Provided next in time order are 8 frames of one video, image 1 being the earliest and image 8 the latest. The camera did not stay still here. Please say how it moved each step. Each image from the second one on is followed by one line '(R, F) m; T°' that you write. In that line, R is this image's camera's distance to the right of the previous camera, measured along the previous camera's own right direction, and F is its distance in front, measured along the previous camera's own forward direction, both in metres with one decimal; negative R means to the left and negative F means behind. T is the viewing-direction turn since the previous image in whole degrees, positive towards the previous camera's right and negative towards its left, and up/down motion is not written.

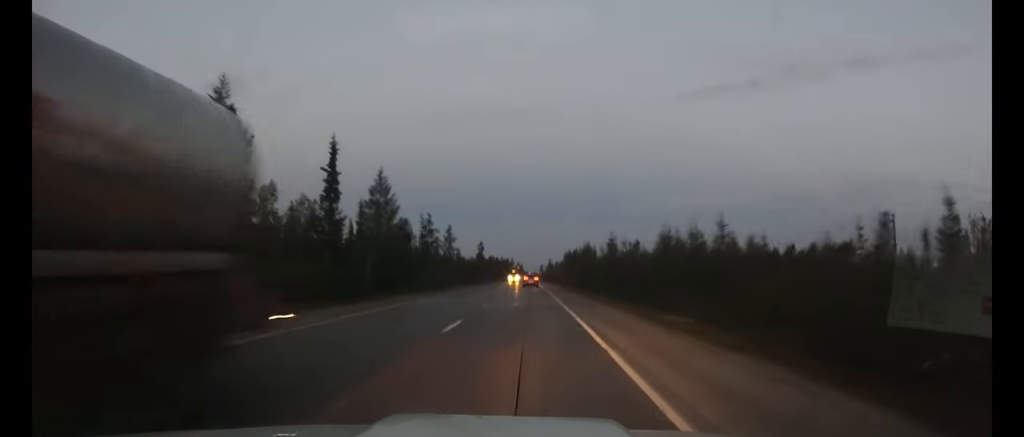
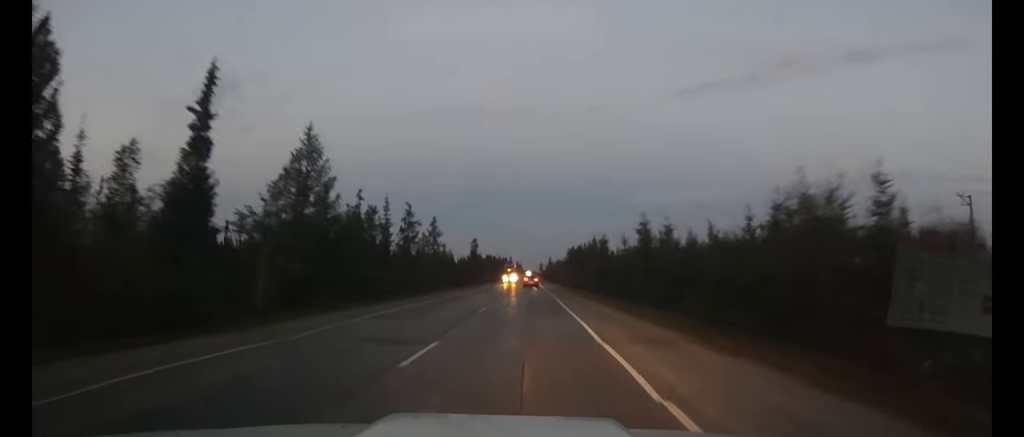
(0.0, +16.5) m; 0°
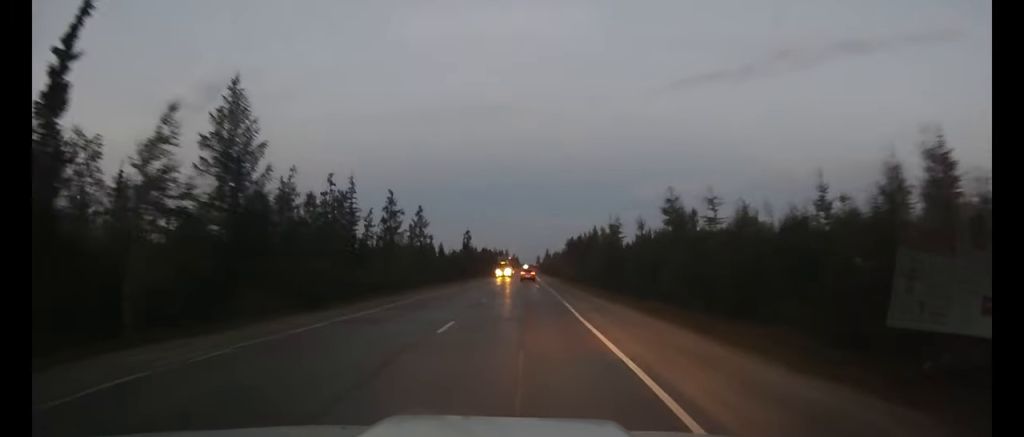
(0.0, +9.2) m; 0°
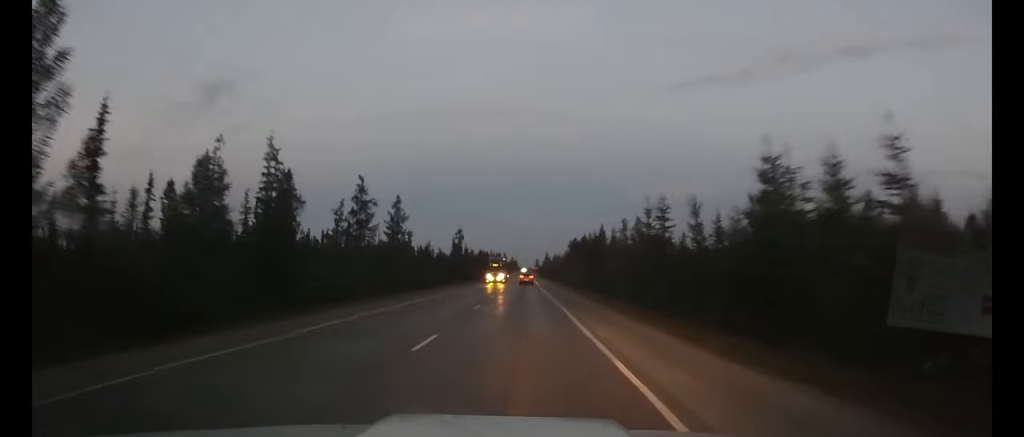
(0.0, +14.1) m; 0°
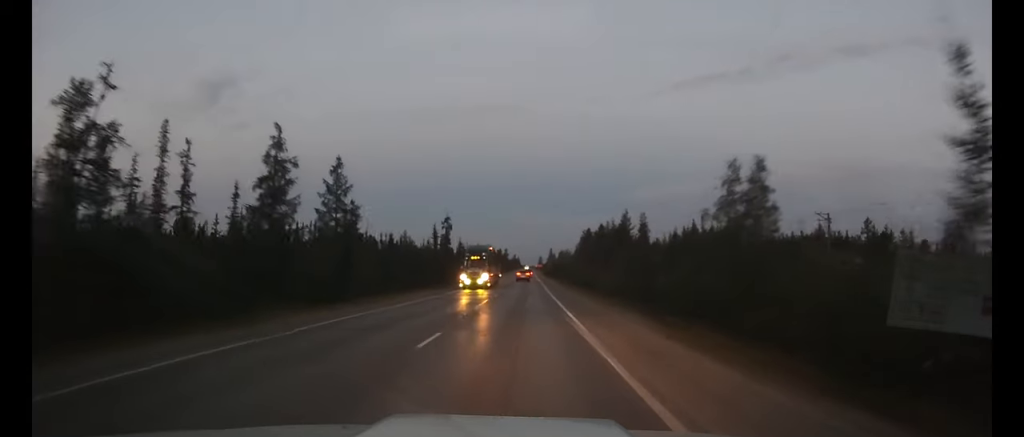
(+0.1, +23.8) m; 0°
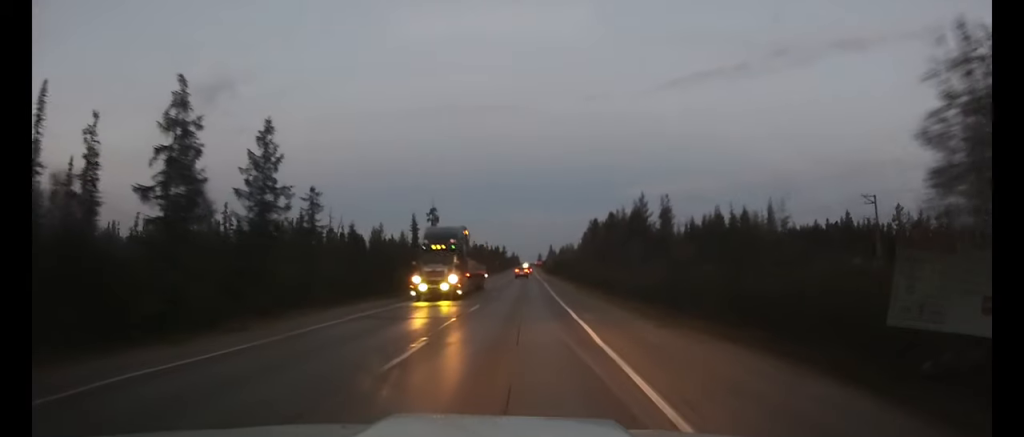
(0.0, +13.4) m; 0°
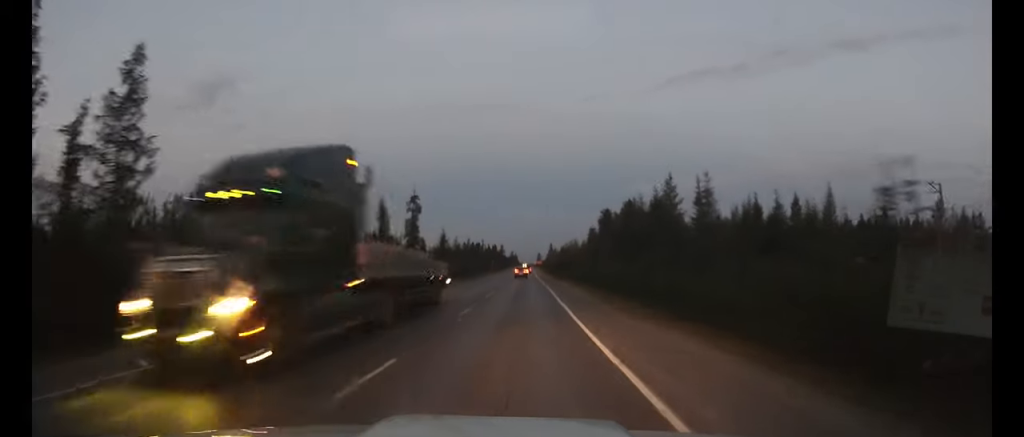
(0.0, +14.3) m; 0°
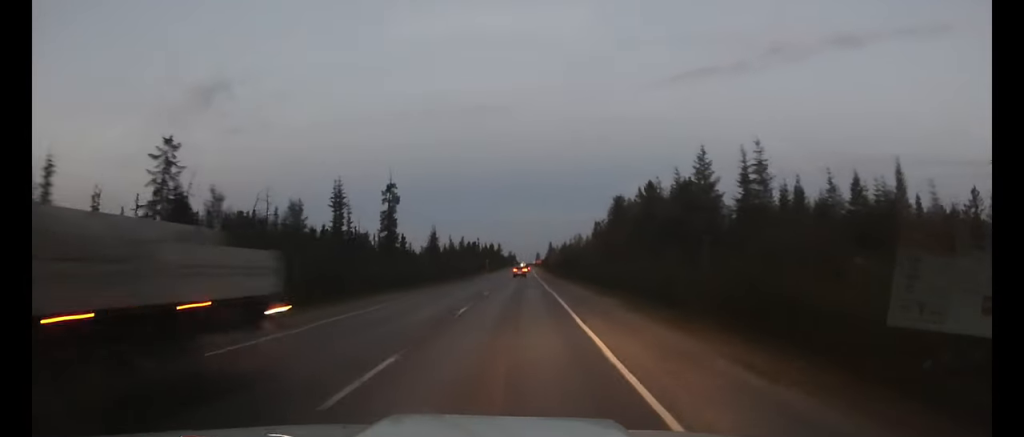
(0.0, +11.7) m; 0°
